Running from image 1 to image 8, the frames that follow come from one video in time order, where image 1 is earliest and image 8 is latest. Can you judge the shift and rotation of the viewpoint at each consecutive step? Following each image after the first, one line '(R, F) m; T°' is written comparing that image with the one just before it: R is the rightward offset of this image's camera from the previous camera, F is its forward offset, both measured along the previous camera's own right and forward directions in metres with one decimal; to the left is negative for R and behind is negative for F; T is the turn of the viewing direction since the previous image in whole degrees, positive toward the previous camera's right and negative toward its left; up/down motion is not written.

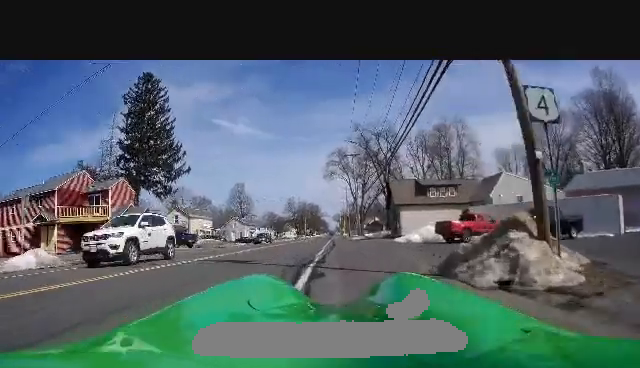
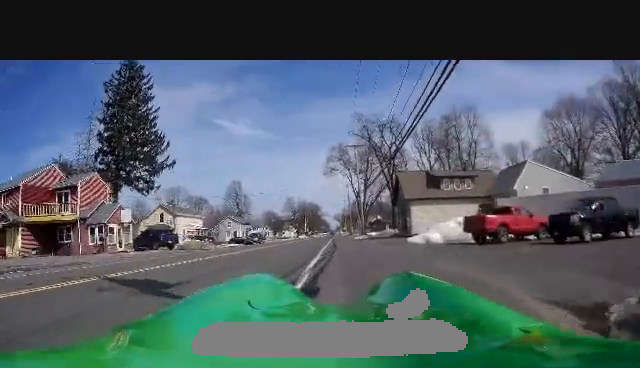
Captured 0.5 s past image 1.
(0.0, +4.9) m; 0°
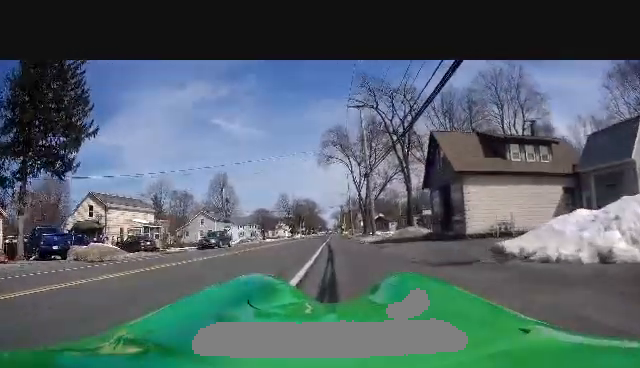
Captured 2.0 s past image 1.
(0.0, +14.1) m; 0°
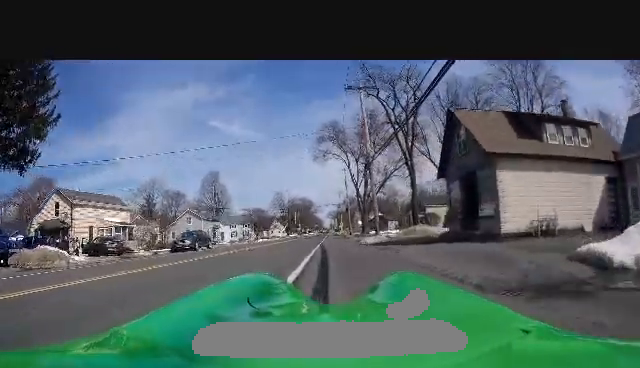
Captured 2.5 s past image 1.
(0.0, +4.3) m; 0°
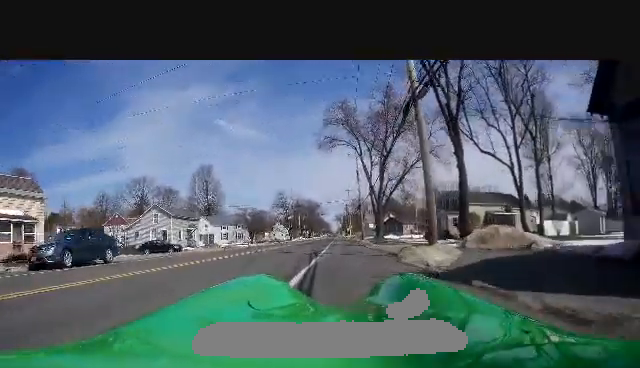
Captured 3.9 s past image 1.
(-0.2, +13.3) m; -2°
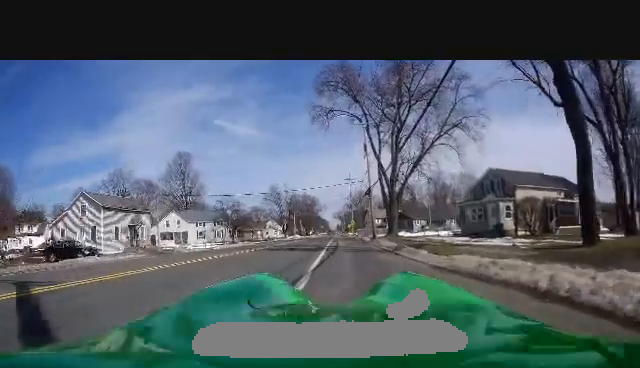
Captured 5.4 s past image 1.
(0.0, +15.0) m; +1°
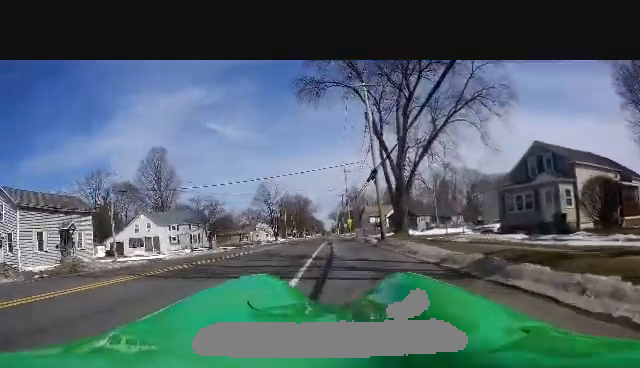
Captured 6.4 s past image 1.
(+0.2, +10.4) m; -1°
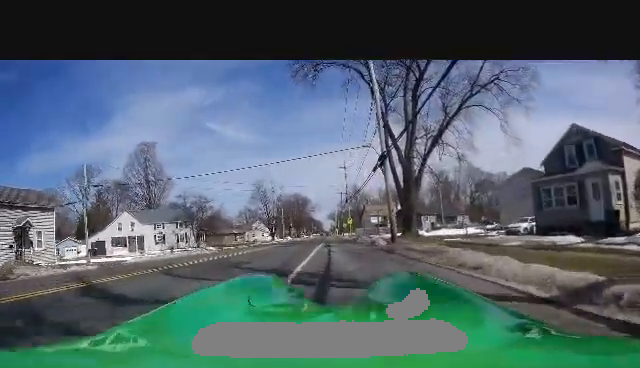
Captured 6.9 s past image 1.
(-0.2, +5.2) m; 0°
